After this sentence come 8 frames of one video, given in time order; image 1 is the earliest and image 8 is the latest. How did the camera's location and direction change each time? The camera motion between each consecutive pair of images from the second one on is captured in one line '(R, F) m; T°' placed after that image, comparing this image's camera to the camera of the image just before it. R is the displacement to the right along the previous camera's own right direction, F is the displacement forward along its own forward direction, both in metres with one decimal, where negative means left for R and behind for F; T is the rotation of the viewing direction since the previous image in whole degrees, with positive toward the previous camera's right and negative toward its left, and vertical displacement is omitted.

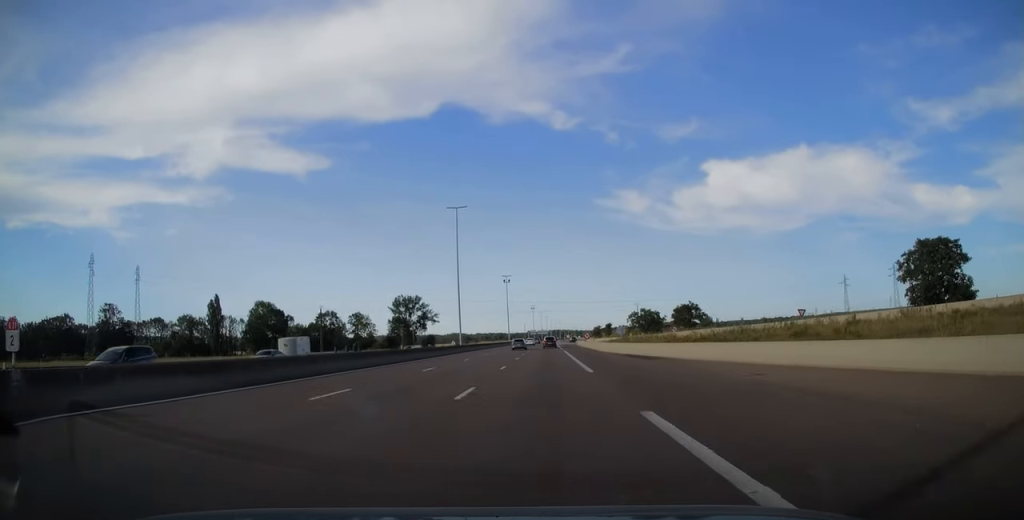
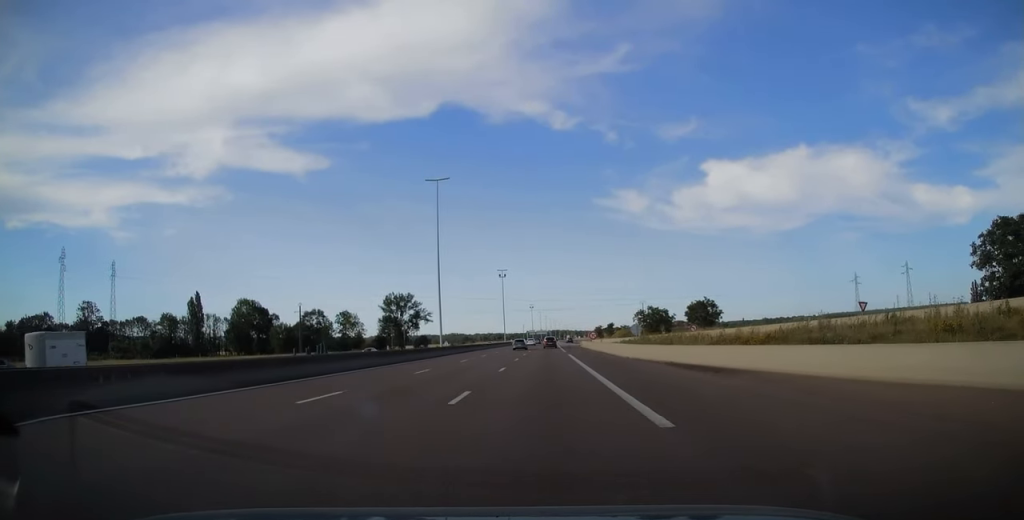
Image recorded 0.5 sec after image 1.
(+0.1, +13.9) m; 0°
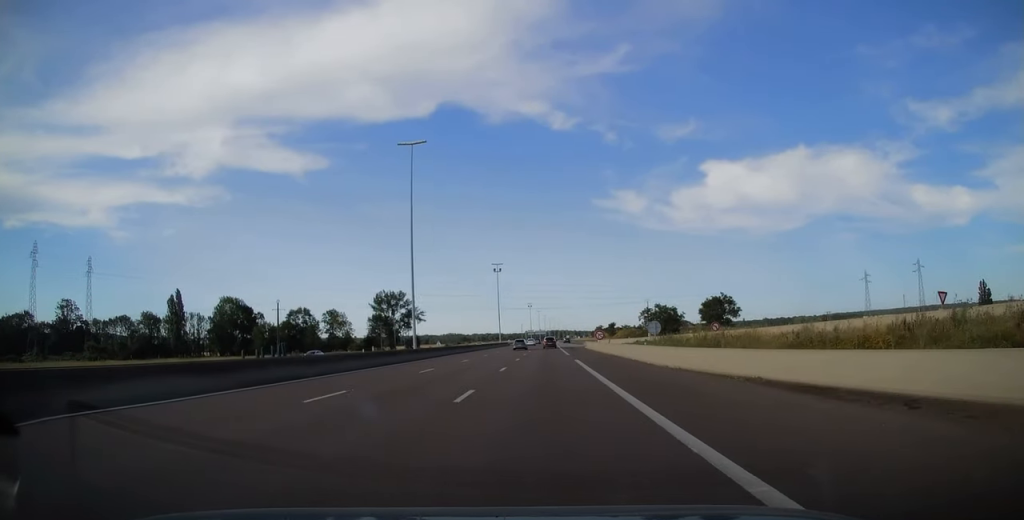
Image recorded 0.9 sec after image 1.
(0.0, +12.4) m; 0°
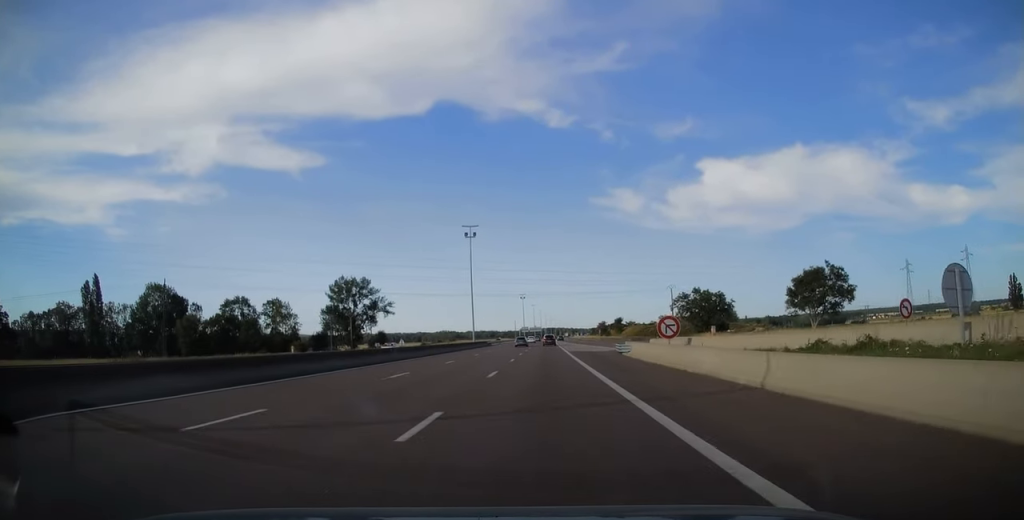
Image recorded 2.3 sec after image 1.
(+0.1, +43.9) m; 0°
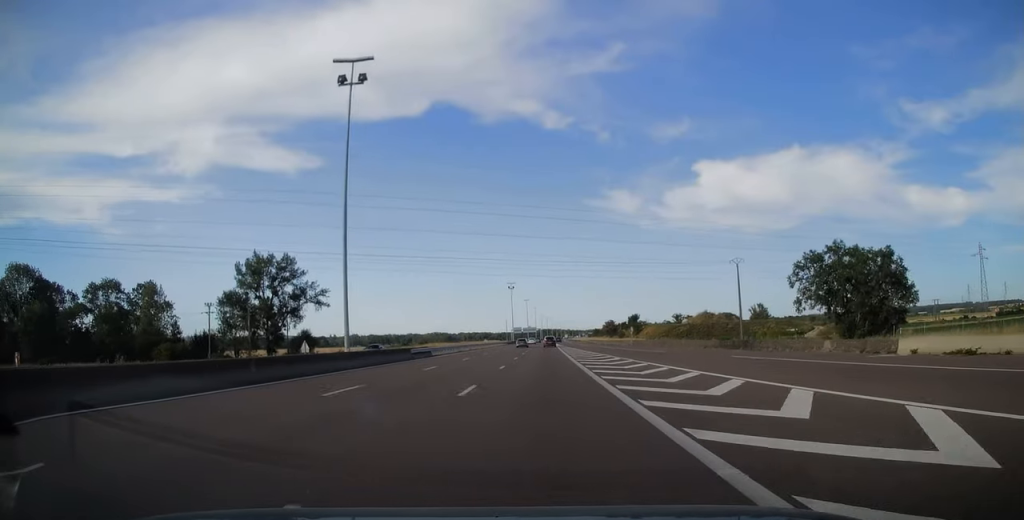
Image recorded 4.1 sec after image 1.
(+0.3, +57.7) m; 0°
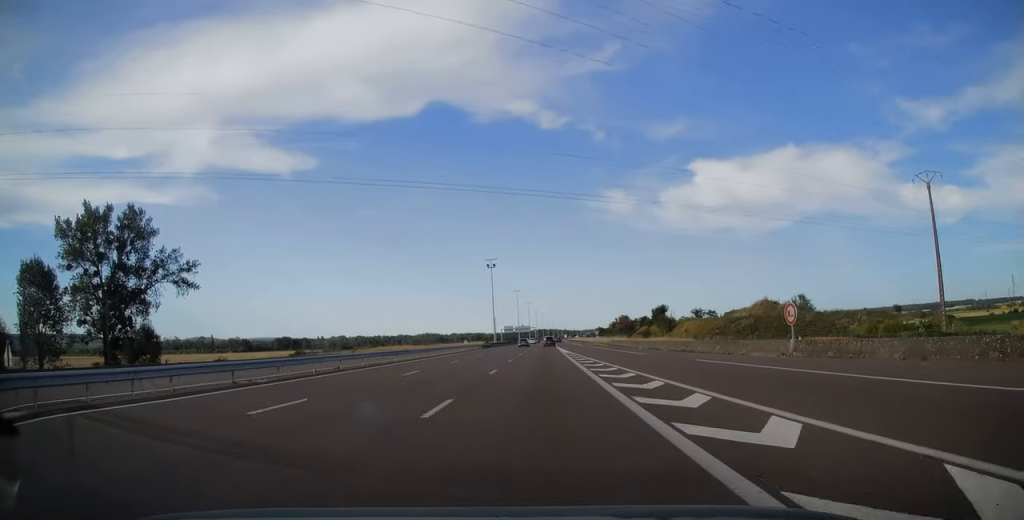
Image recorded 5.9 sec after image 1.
(+0.1, +55.6) m; 0°
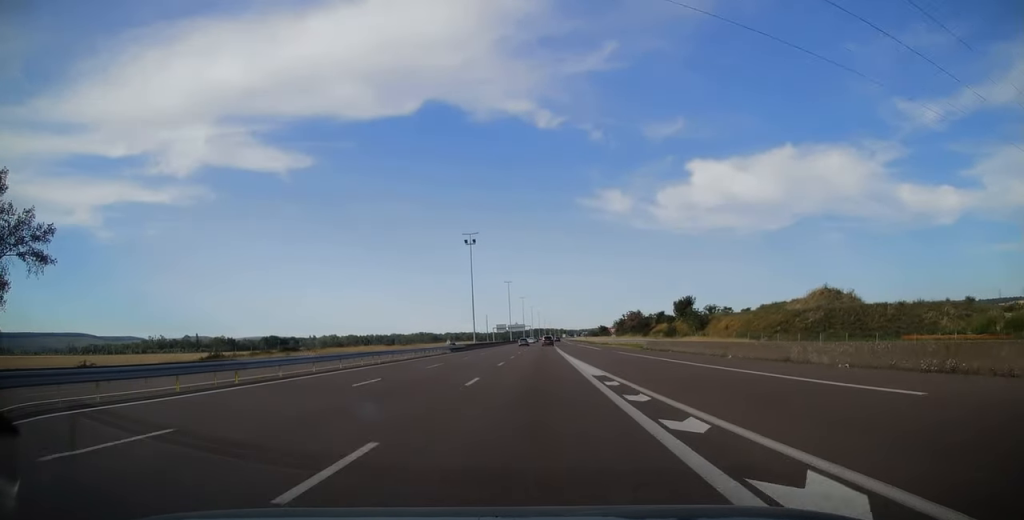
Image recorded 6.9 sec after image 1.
(0.0, +31.3) m; 0°
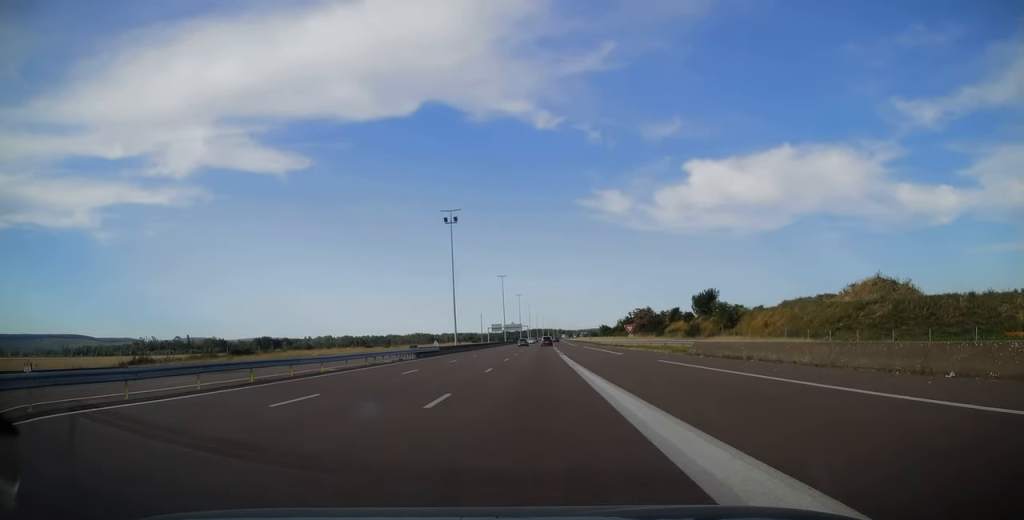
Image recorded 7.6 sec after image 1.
(+0.1, +18.5) m; 0°
